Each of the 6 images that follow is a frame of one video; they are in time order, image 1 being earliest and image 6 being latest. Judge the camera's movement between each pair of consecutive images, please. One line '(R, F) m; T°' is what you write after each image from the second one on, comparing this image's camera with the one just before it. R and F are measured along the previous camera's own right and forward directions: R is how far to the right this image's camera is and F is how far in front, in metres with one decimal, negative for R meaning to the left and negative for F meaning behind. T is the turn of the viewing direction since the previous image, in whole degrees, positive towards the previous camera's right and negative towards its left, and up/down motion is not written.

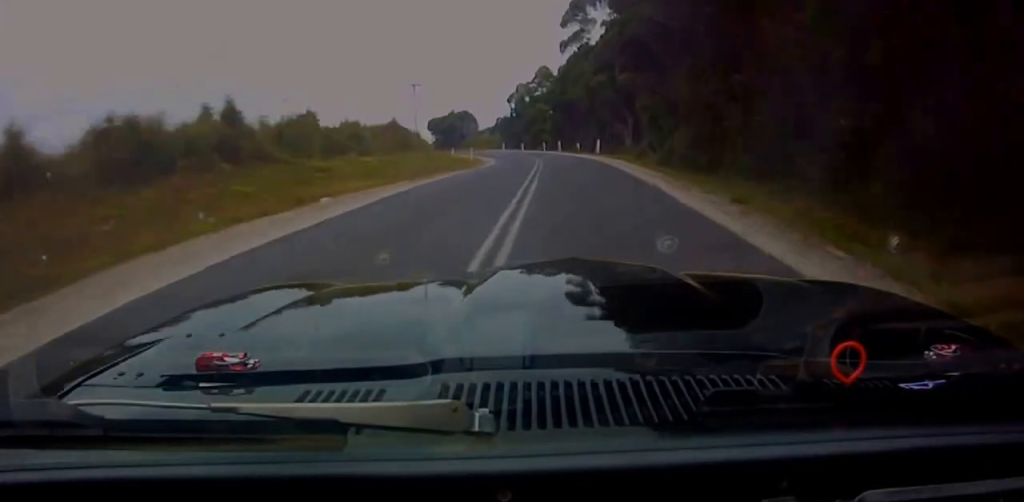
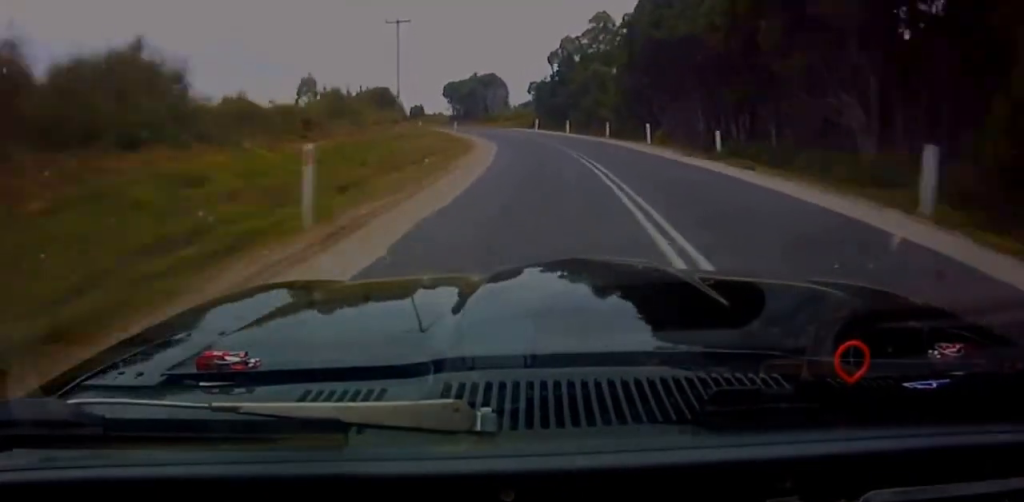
(-0.2, +34.1) m; -5°
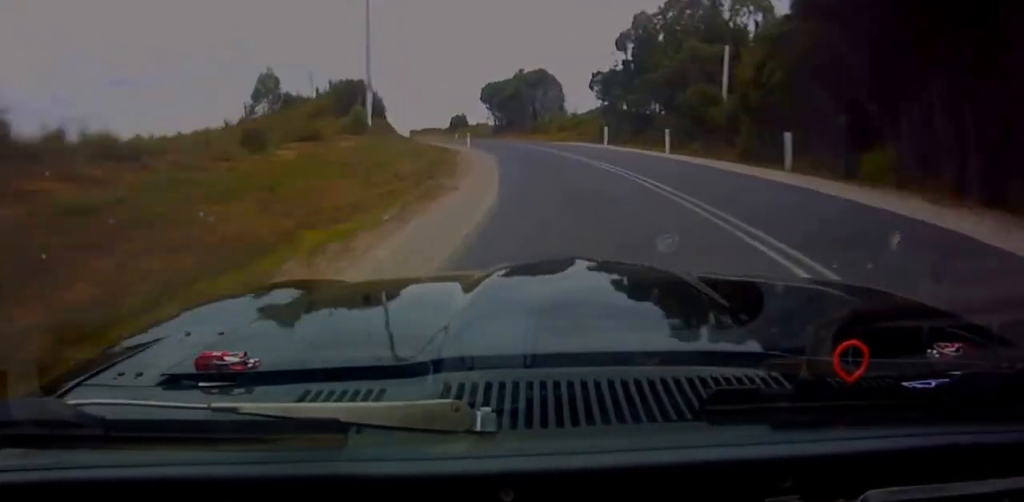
(-2.1, +24.5) m; -5°
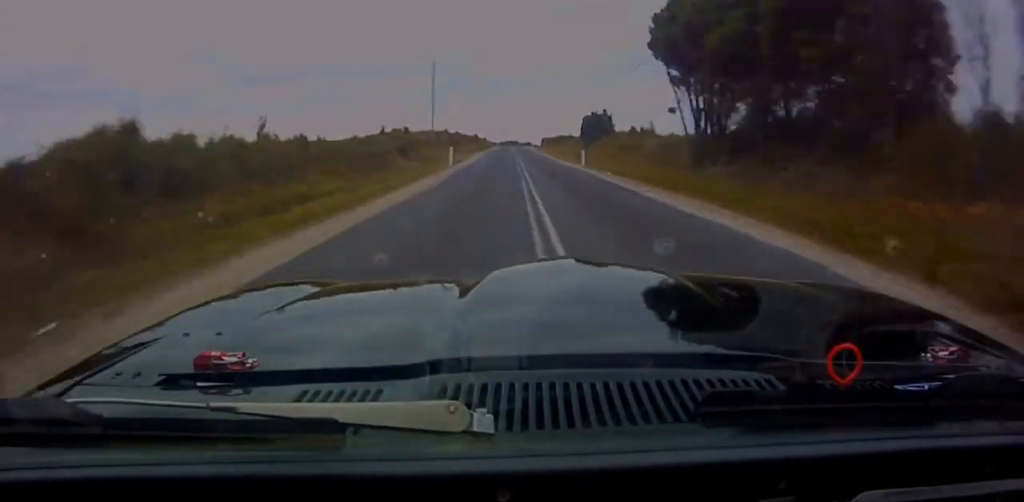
(-5.3, +62.8) m; -7°
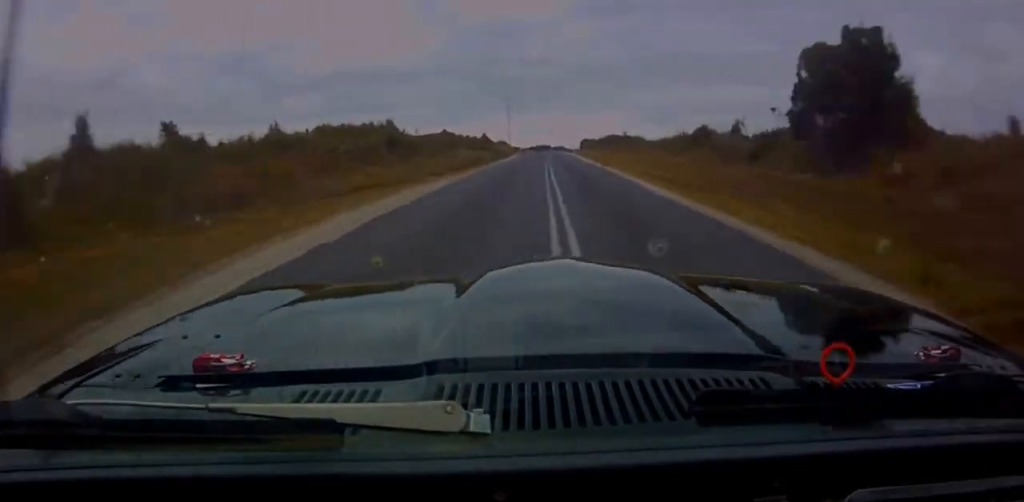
(-0.9, +59.1) m; -1°
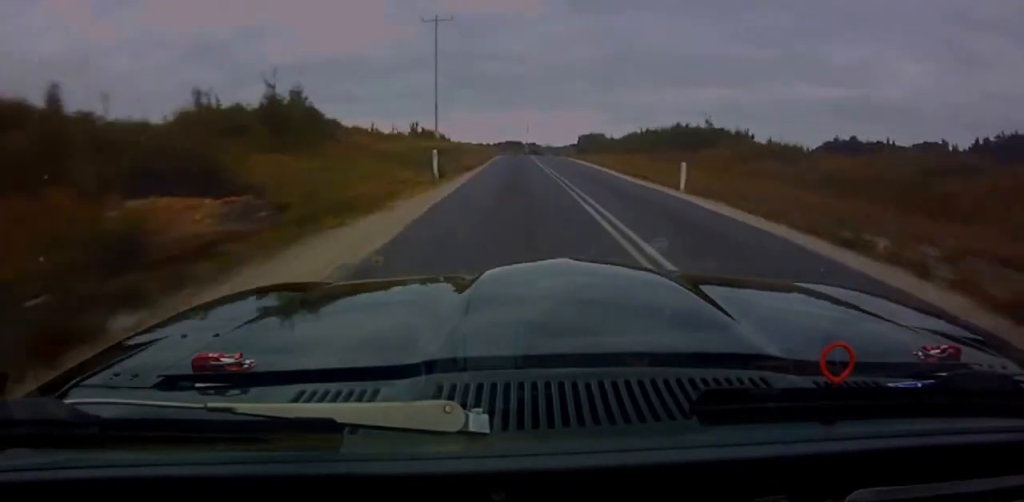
(+0.7, +72.4) m; +1°
